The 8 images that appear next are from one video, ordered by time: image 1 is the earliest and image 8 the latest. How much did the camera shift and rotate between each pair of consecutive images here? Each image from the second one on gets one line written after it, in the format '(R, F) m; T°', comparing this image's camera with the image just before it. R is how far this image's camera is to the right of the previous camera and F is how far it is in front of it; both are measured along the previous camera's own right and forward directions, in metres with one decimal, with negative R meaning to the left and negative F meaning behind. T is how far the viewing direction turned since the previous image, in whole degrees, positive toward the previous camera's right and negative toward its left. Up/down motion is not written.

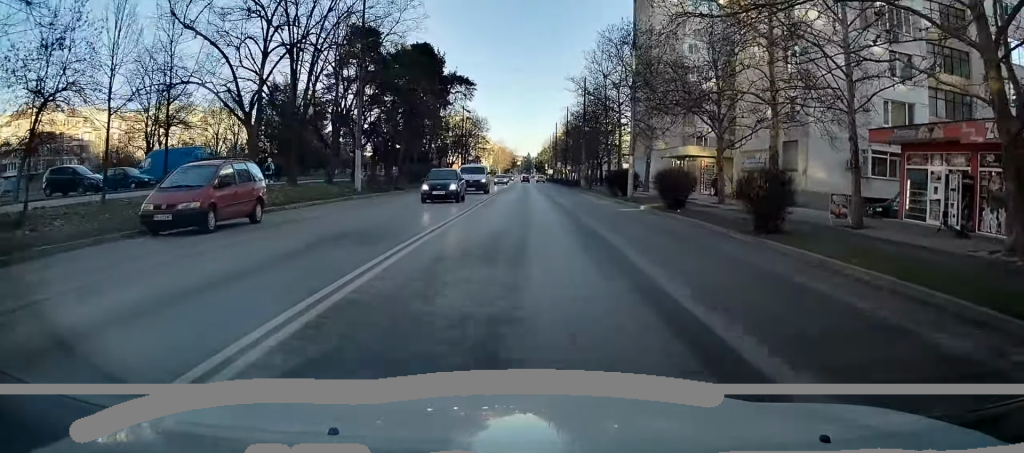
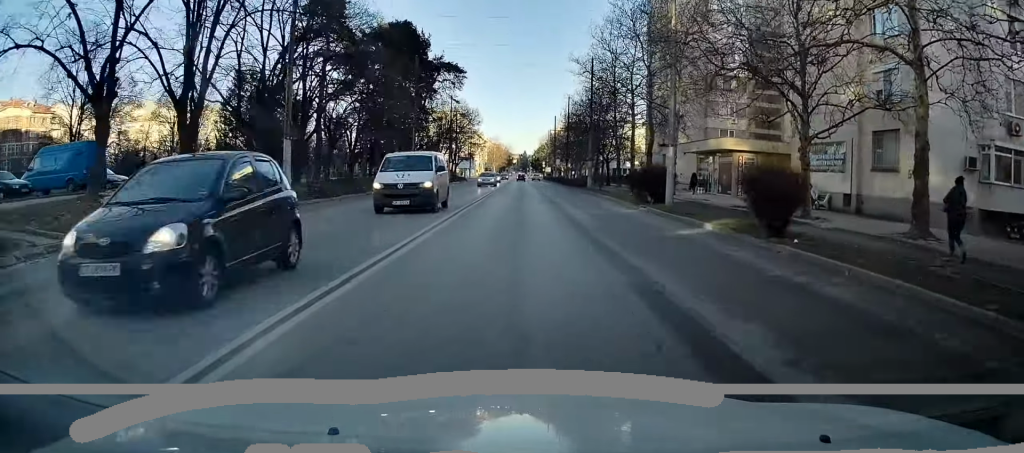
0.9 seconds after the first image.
(-0.1, +10.8) m; -1°
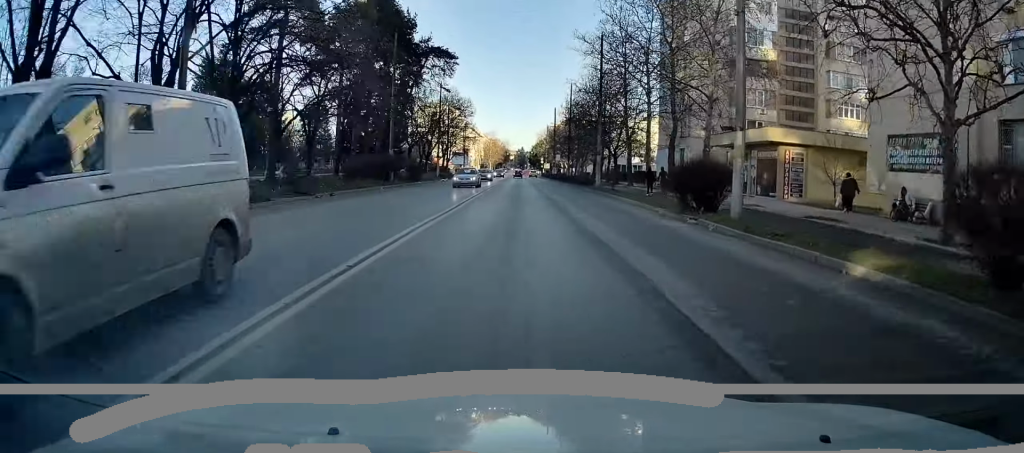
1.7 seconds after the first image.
(-0.1, +8.7) m; -1°
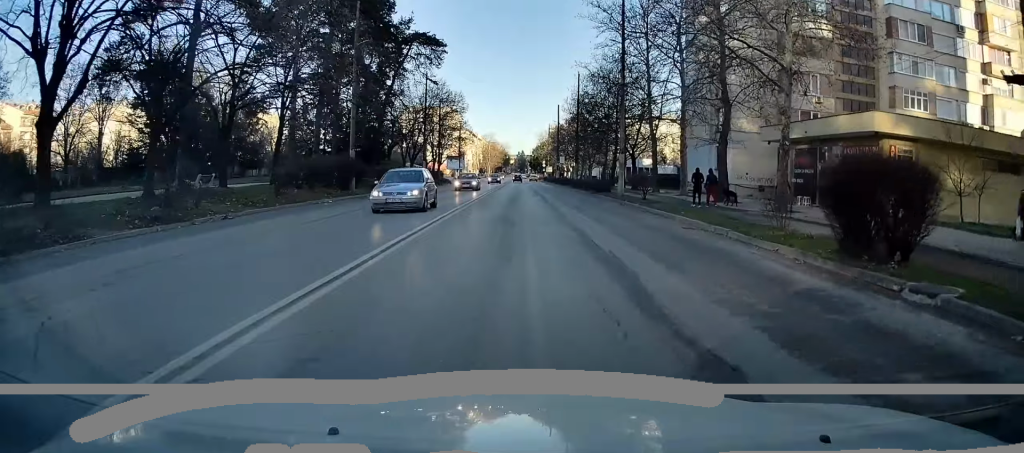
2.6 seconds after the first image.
(0.0, +11.4) m; 0°
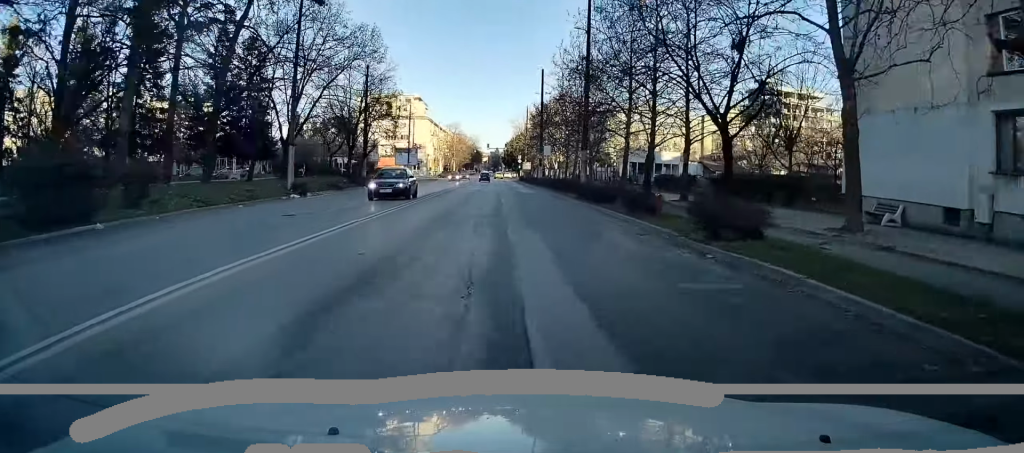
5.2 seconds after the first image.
(0.0, +32.8) m; 0°
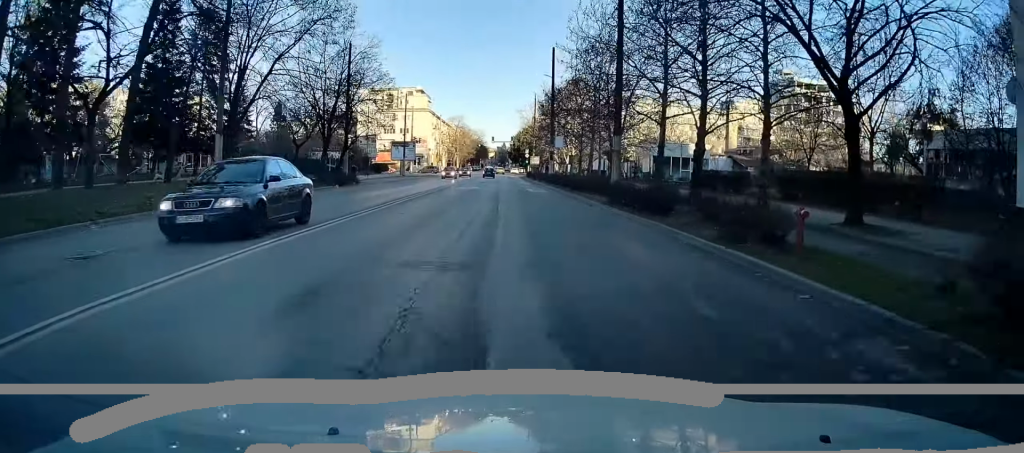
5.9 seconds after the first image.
(0.0, +9.6) m; +1°
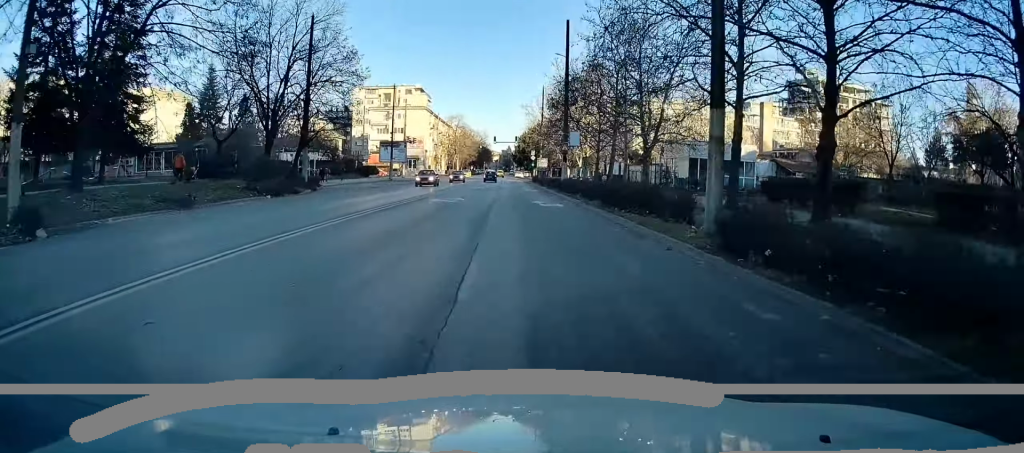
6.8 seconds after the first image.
(+0.3, +12.3) m; +1°
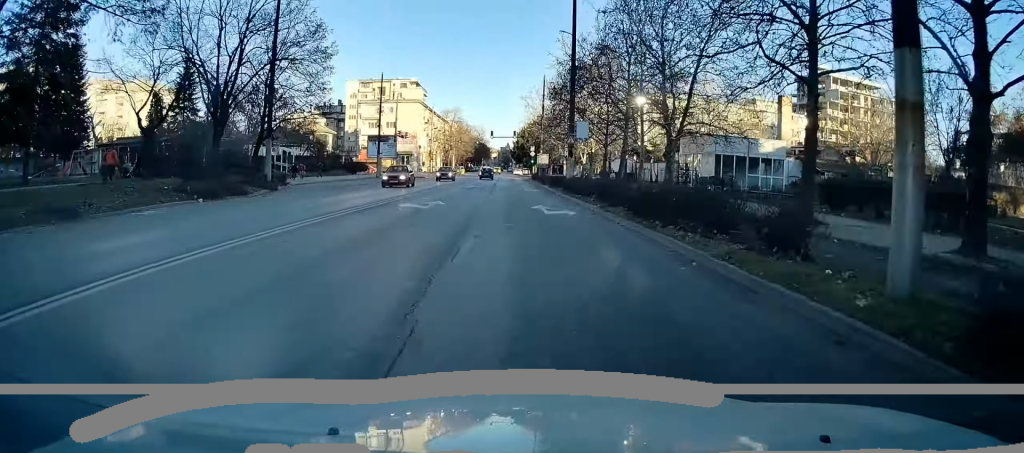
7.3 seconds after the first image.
(+0.1, +6.6) m; 0°
